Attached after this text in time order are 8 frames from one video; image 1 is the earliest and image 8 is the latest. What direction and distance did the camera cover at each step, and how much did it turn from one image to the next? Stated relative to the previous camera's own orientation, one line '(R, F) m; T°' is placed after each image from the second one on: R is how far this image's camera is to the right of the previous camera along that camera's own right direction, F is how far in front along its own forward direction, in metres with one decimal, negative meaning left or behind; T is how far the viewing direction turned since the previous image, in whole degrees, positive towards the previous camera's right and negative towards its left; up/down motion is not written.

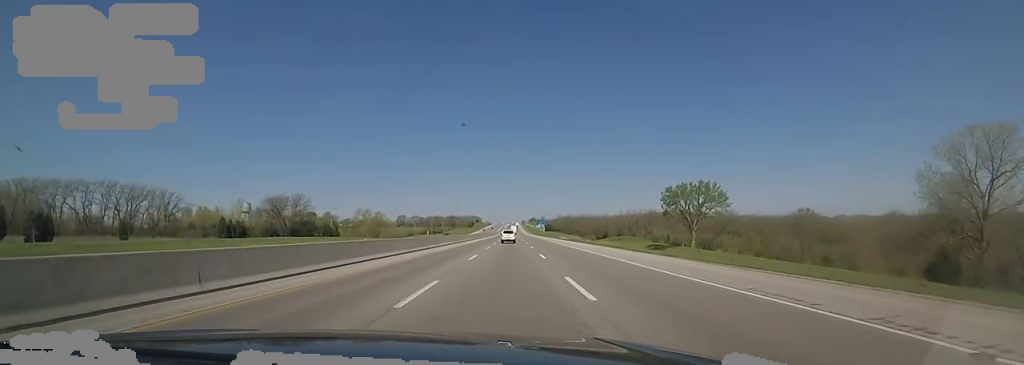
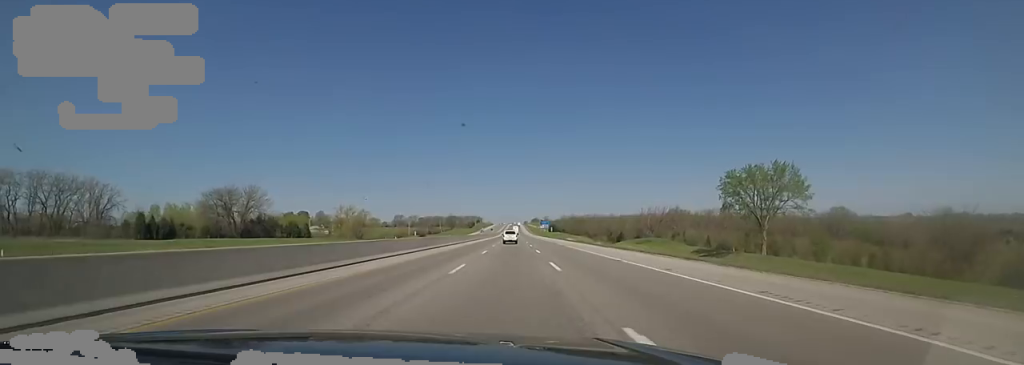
(-0.3, +23.2) m; 0°
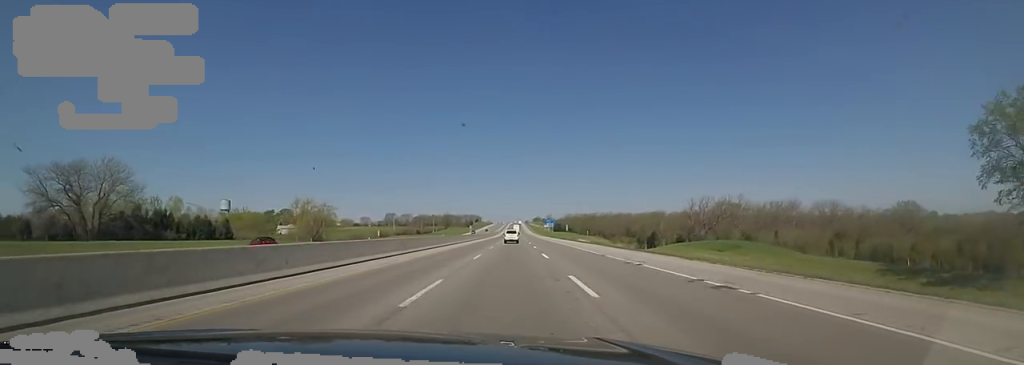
(+0.2, +37.8) m; 0°
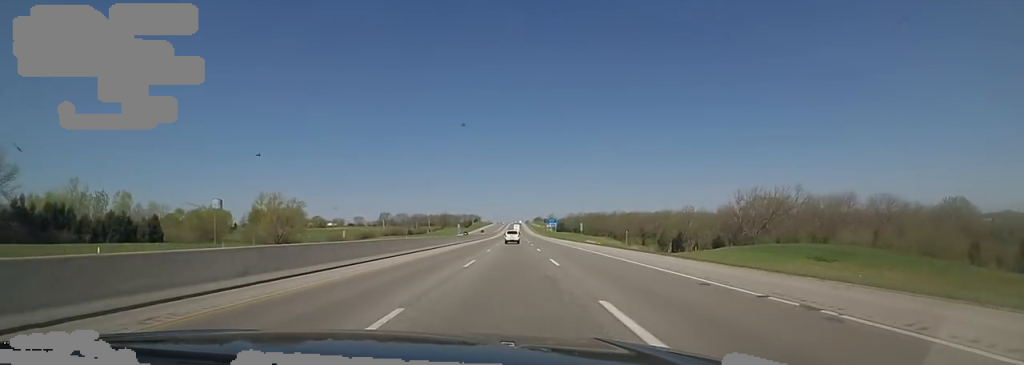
(+0.1, +20.8) m; +1°
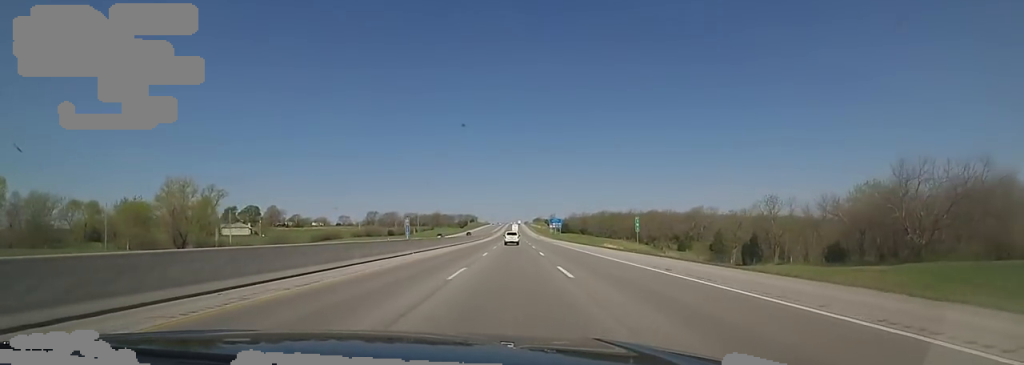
(+0.3, +35.6) m; +1°
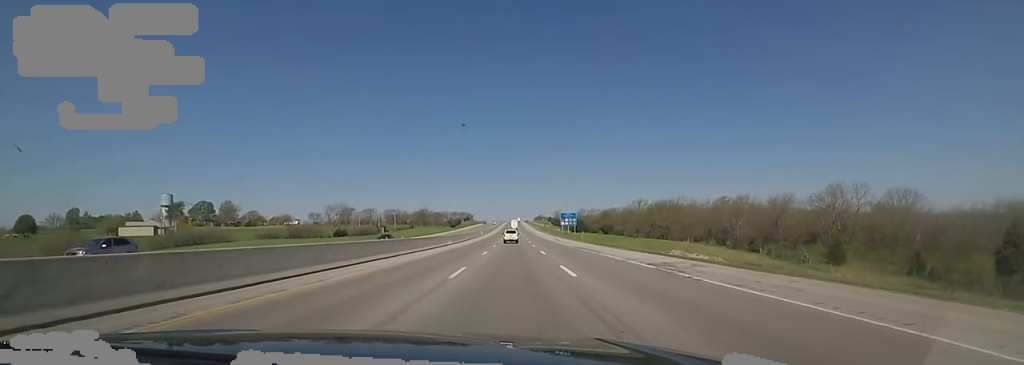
(-0.3, +61.3) m; -2°
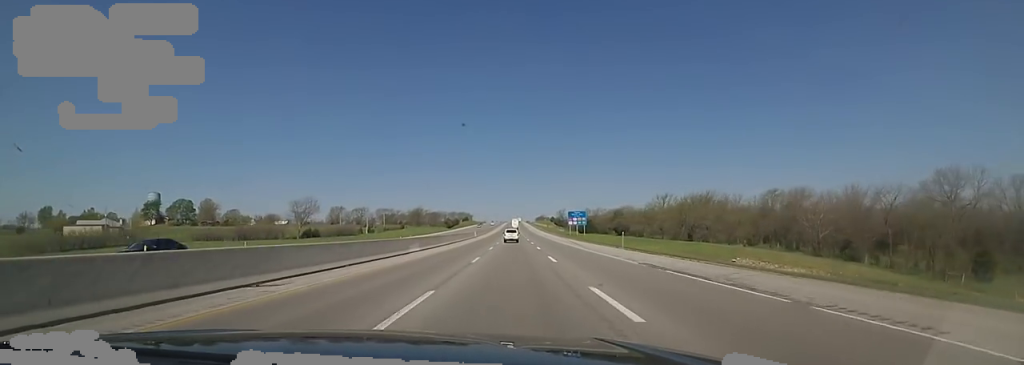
(0.0, +23.2) m; 0°
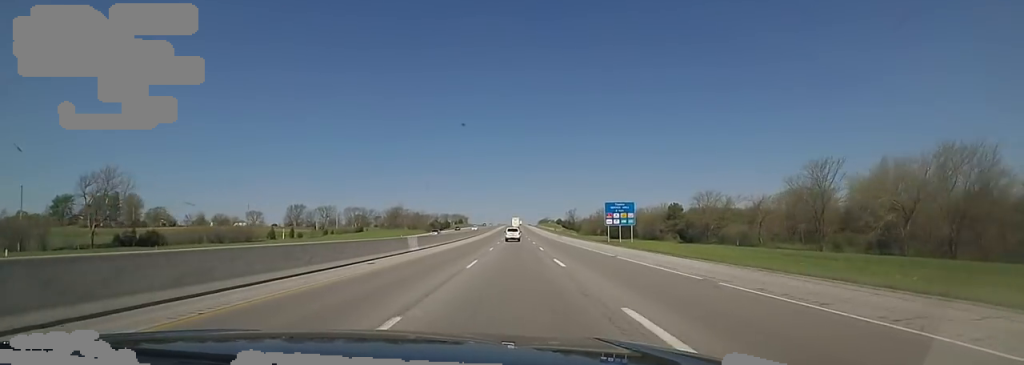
(-0.4, +64.6) m; 0°
